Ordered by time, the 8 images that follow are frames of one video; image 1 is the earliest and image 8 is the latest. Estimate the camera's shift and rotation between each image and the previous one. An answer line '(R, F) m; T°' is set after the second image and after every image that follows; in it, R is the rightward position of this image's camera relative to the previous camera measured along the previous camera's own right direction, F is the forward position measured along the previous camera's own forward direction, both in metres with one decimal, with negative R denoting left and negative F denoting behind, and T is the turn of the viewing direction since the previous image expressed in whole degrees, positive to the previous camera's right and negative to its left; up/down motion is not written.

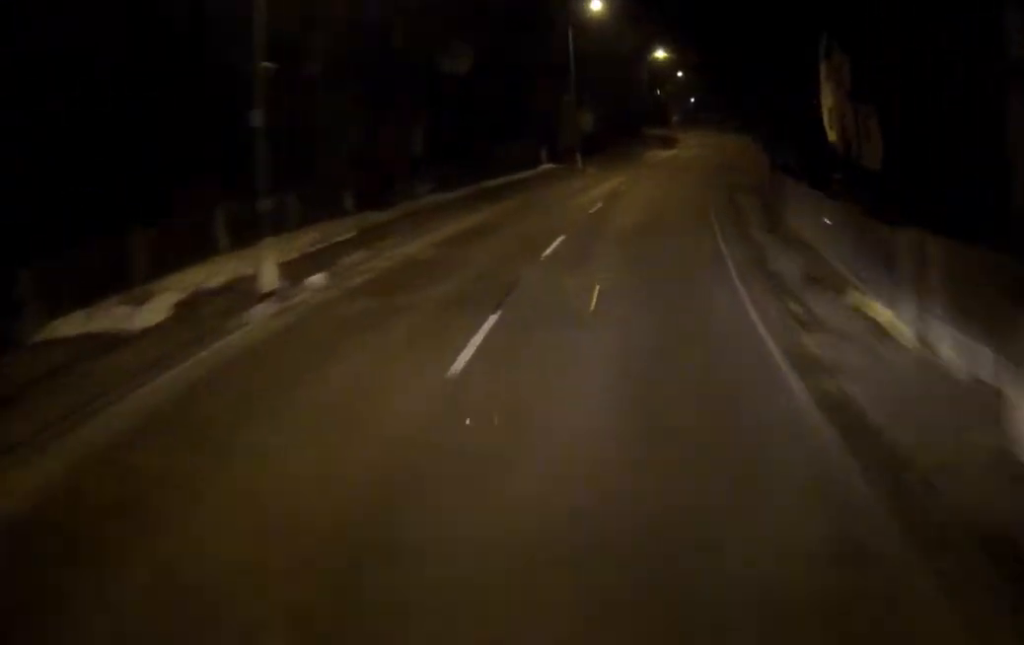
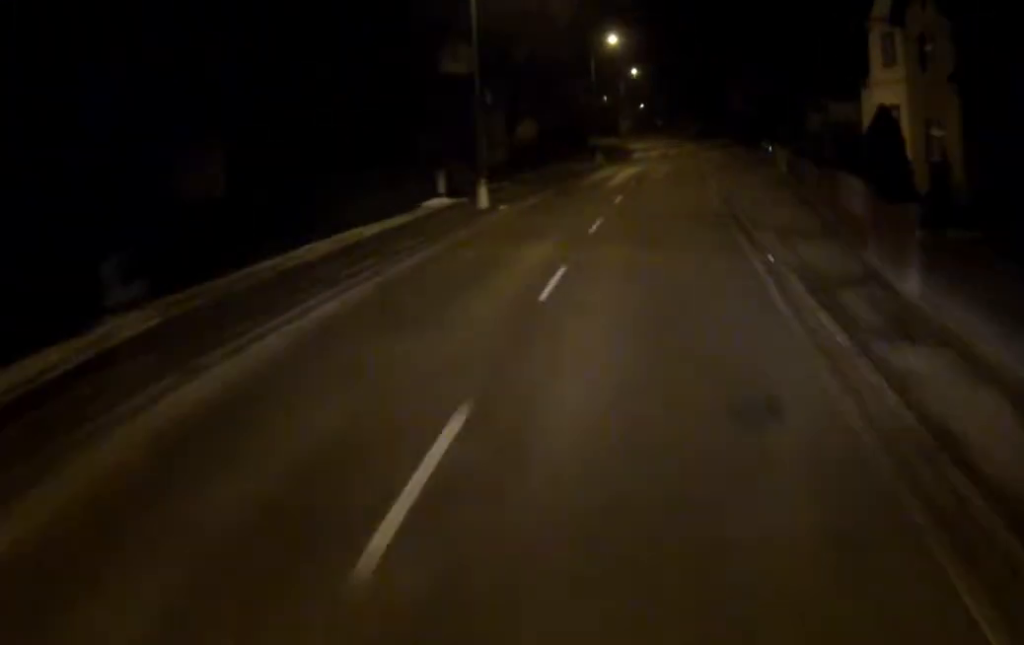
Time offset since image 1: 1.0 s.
(+0.6, +20.4) m; +2°
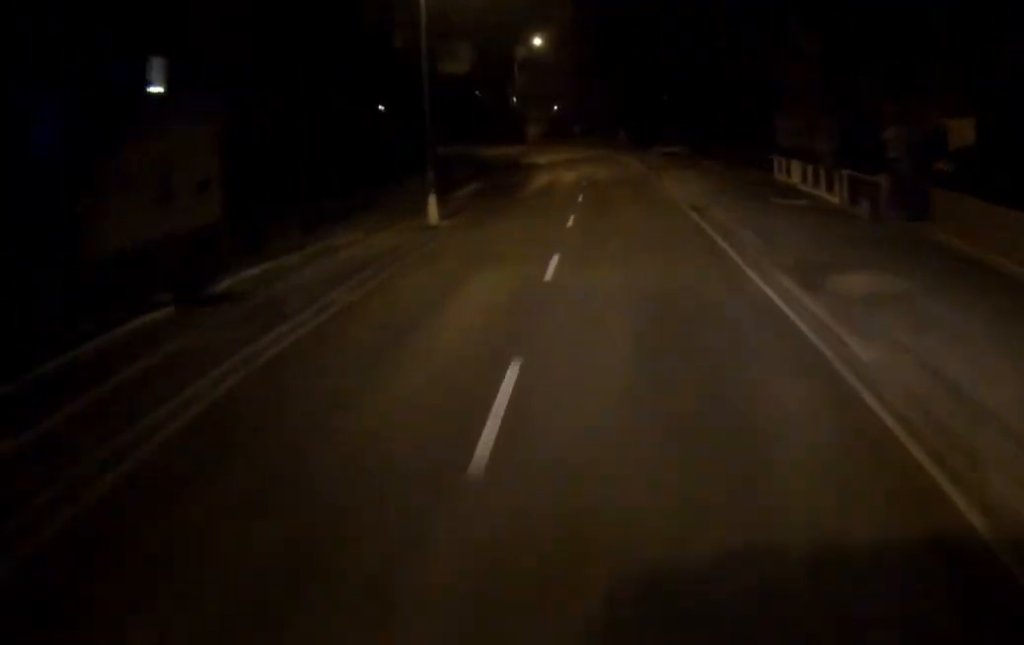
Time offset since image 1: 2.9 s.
(+0.1, +39.2) m; 0°
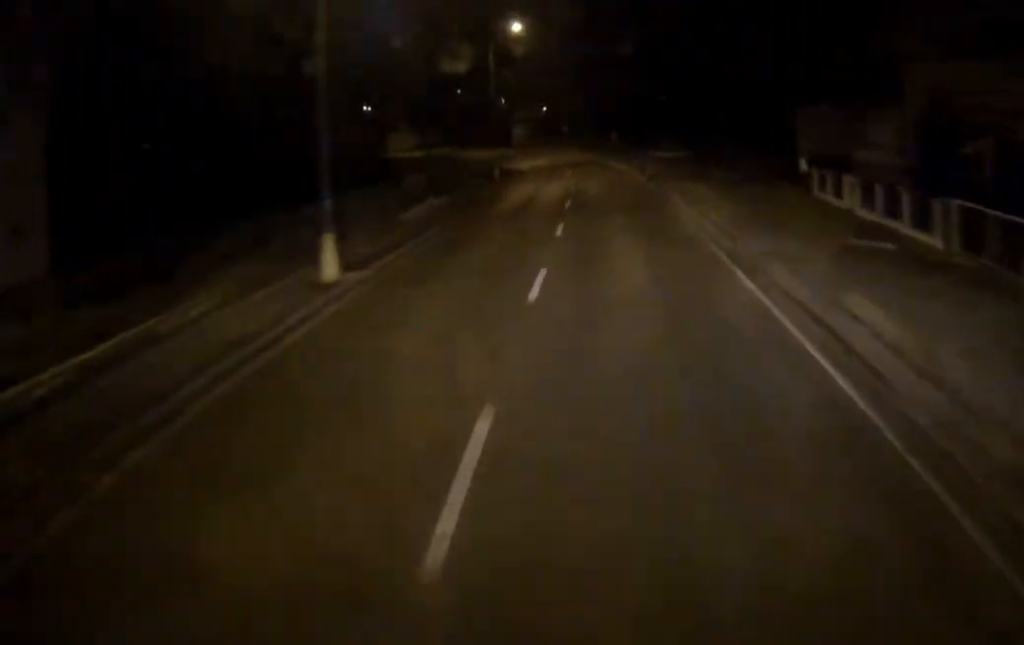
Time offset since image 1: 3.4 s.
(0.0, +9.6) m; 0°
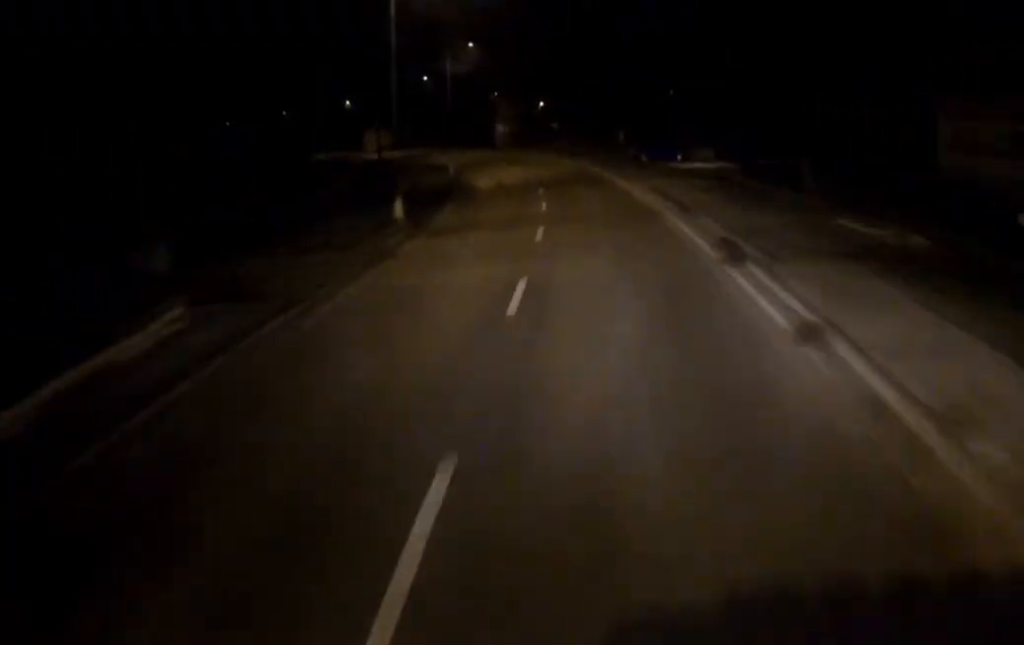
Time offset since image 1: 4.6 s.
(0.0, +25.6) m; 0°
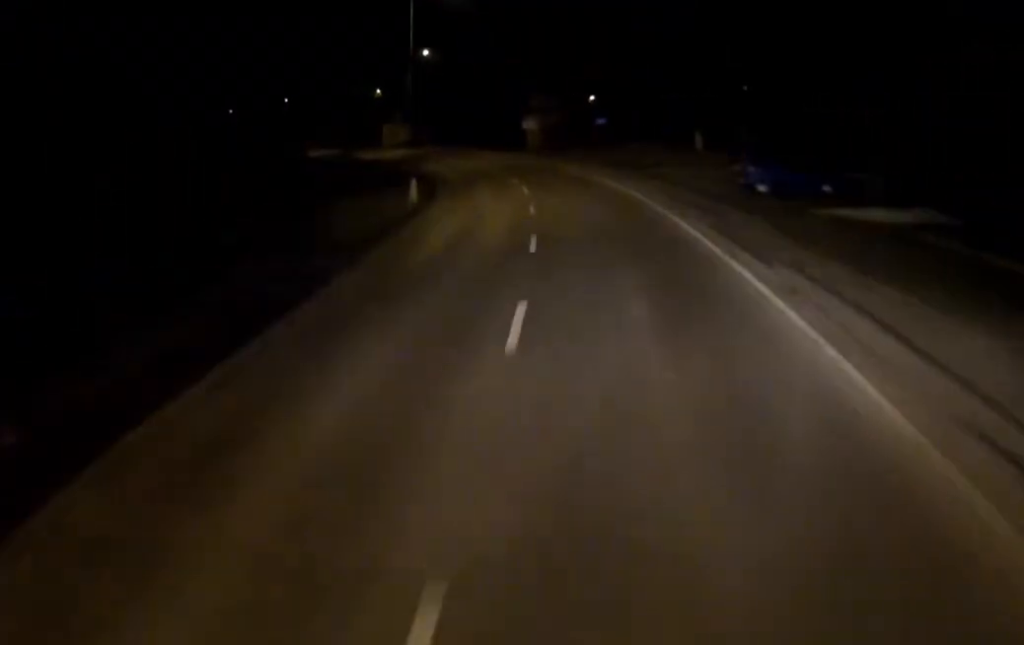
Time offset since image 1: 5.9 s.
(-0.1, +26.3) m; -3°
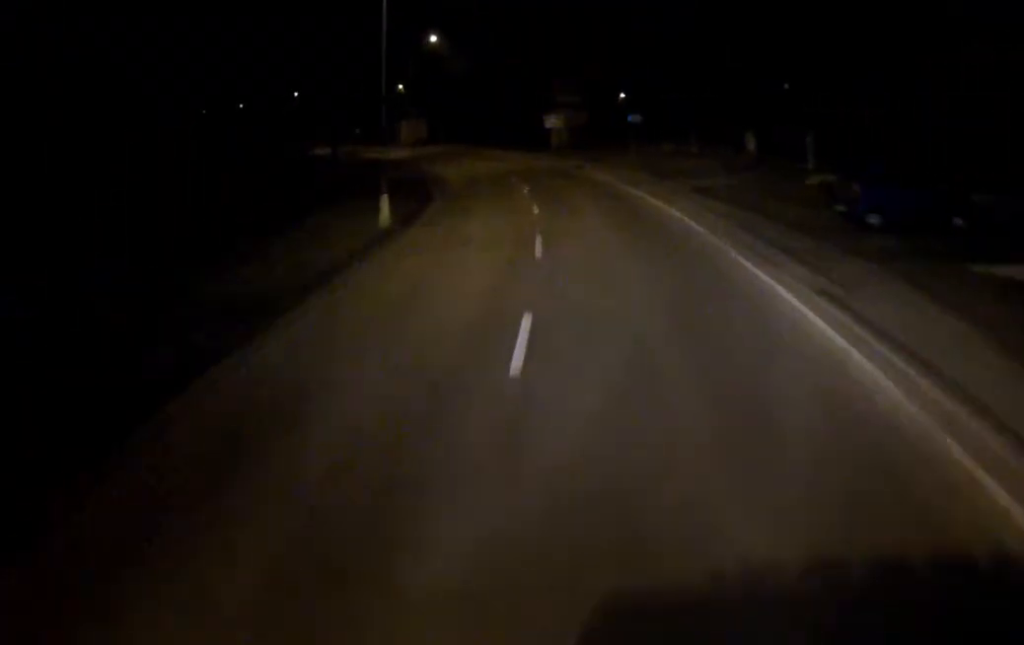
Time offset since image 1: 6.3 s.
(+0.4, +8.9) m; -5°
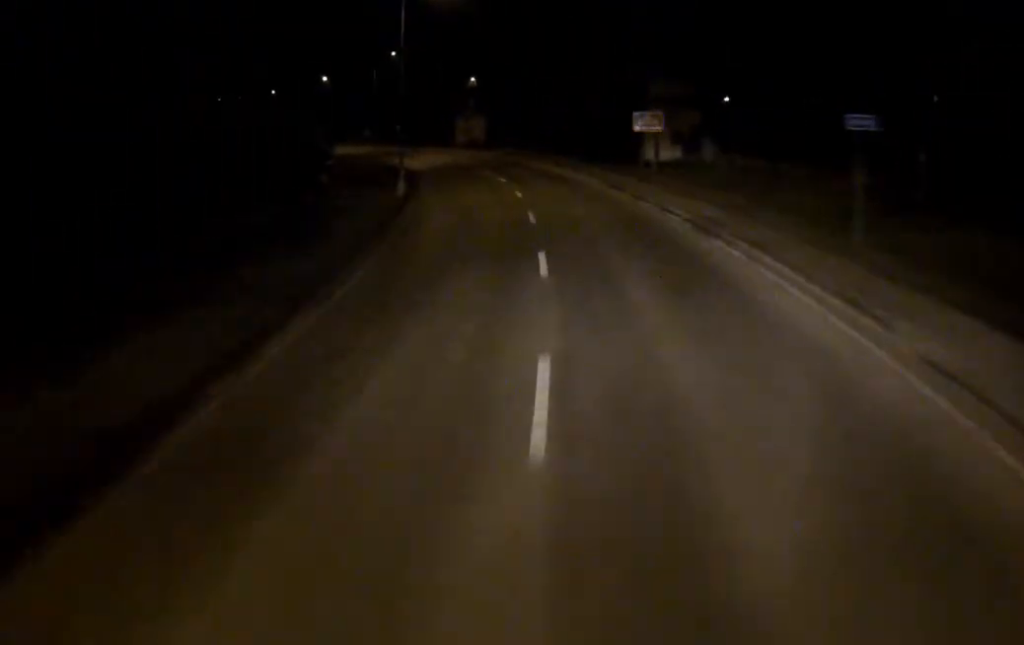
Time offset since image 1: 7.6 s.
(-4.1, +24.7) m; -16°
